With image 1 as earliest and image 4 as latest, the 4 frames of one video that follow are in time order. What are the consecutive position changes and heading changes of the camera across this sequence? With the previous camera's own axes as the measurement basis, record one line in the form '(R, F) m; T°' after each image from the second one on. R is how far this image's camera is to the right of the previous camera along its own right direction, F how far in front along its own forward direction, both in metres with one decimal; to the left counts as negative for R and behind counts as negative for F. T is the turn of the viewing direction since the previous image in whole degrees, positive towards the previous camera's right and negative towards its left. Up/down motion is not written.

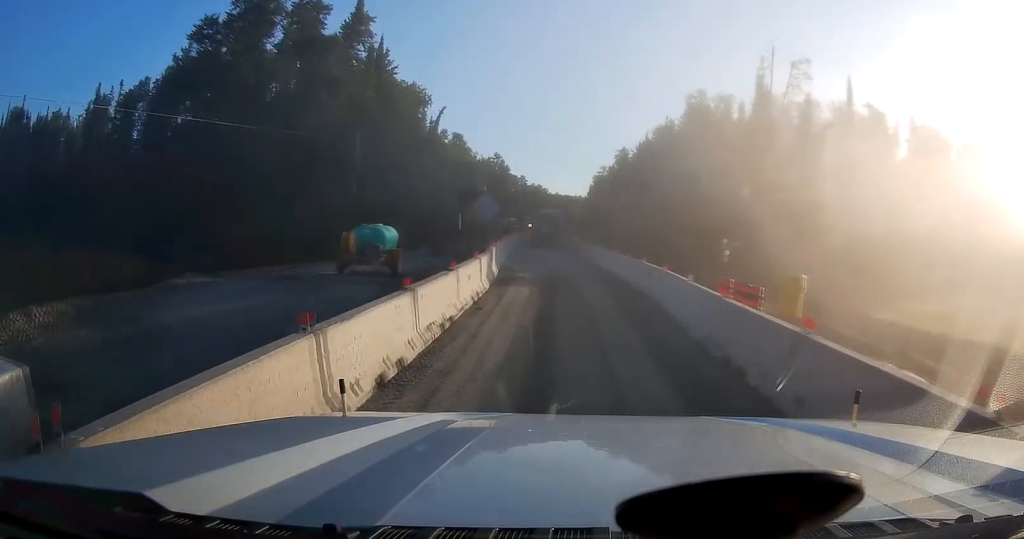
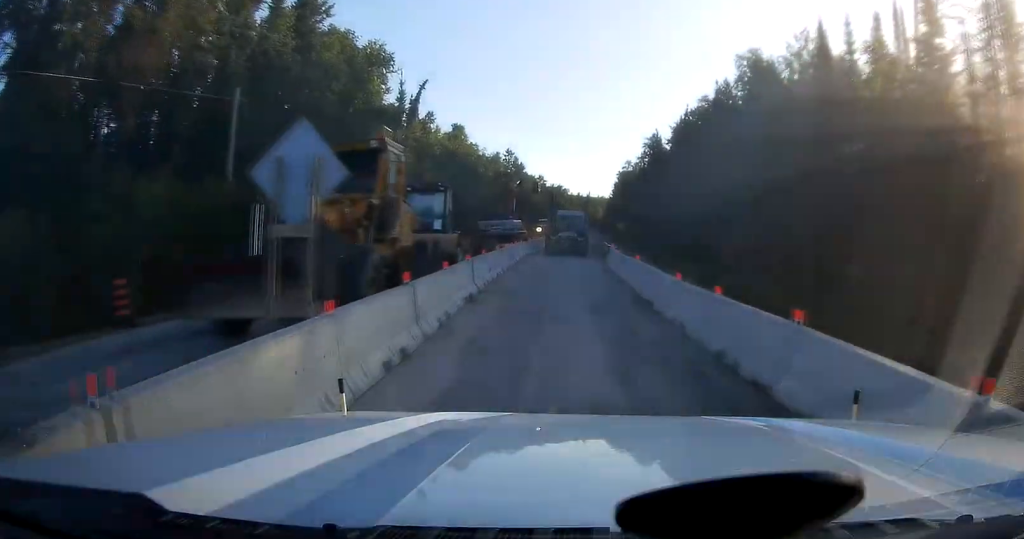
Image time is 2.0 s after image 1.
(+0.1, +23.9) m; -1°
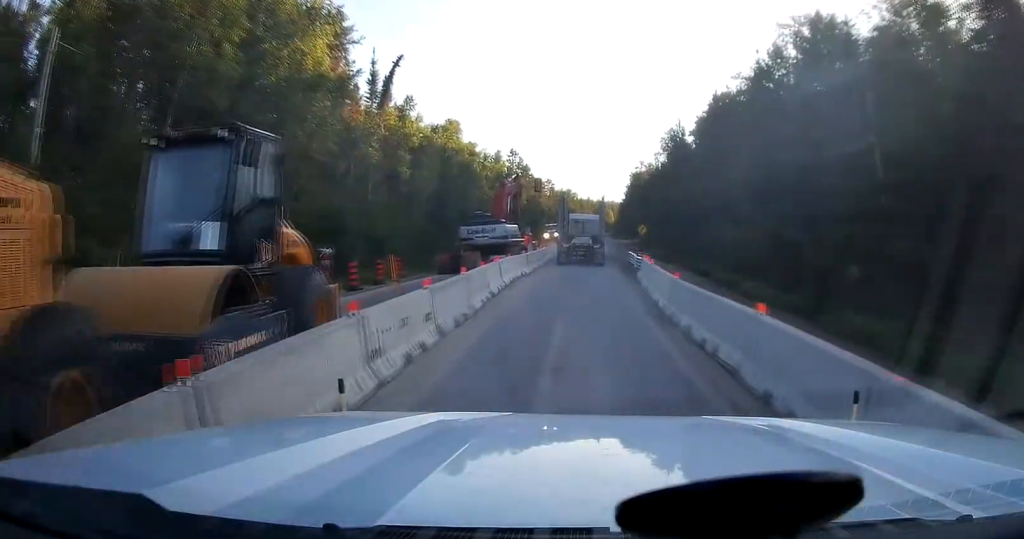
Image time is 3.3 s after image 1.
(-0.4, +15.1) m; 0°
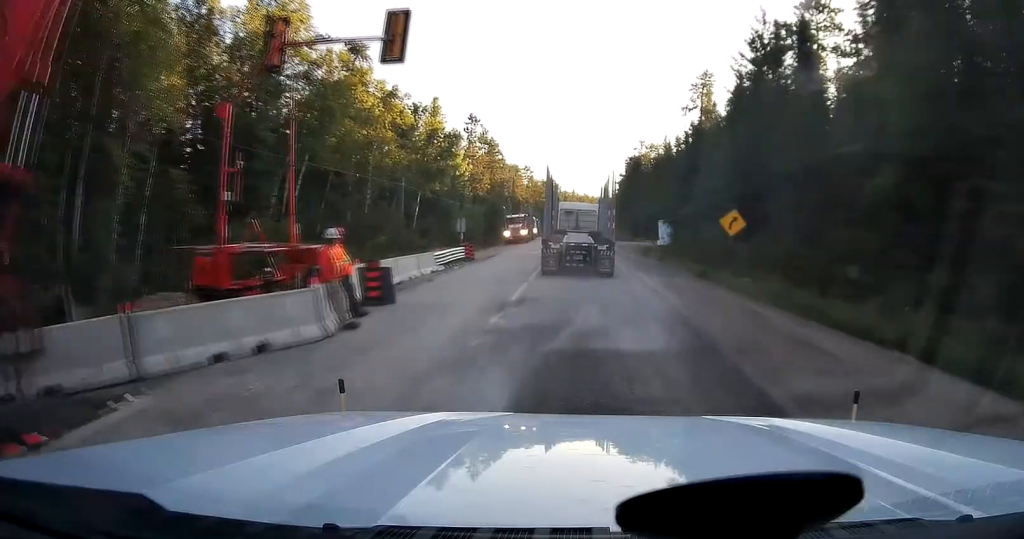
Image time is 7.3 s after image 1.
(-0.5, +45.8) m; 0°
